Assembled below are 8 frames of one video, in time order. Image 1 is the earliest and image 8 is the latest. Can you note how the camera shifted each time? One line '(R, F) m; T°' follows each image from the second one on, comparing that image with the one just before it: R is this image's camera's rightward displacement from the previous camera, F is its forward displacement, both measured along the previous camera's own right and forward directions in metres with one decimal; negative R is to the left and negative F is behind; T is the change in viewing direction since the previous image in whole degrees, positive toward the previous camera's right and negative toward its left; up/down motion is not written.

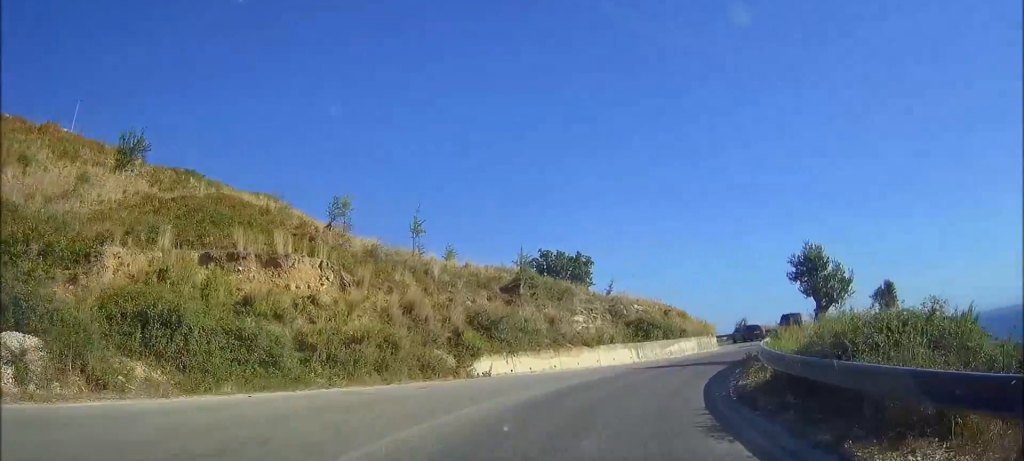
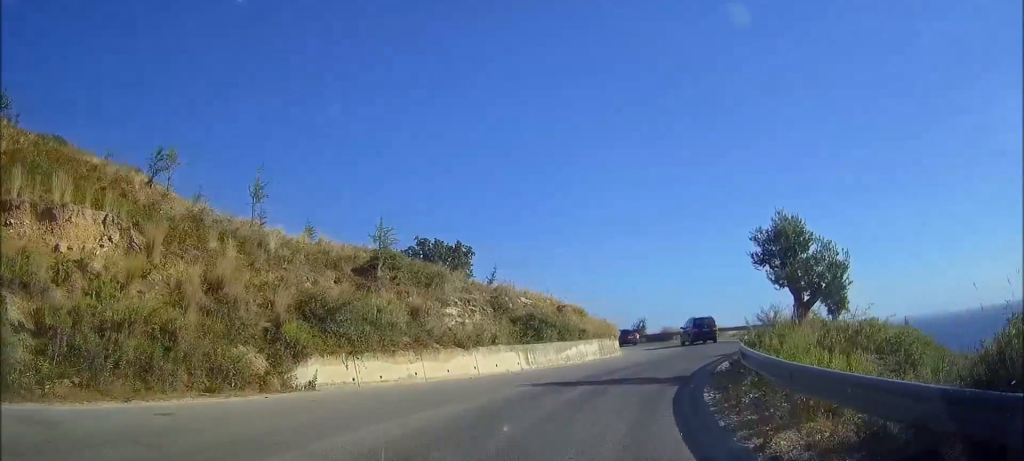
(+0.9, +7.3) m; +10°
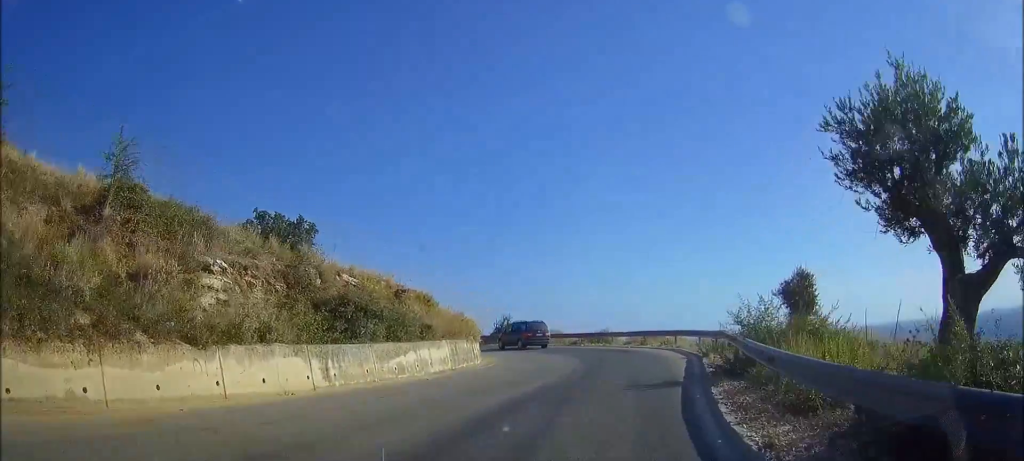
(+0.9, +10.7) m; +9°
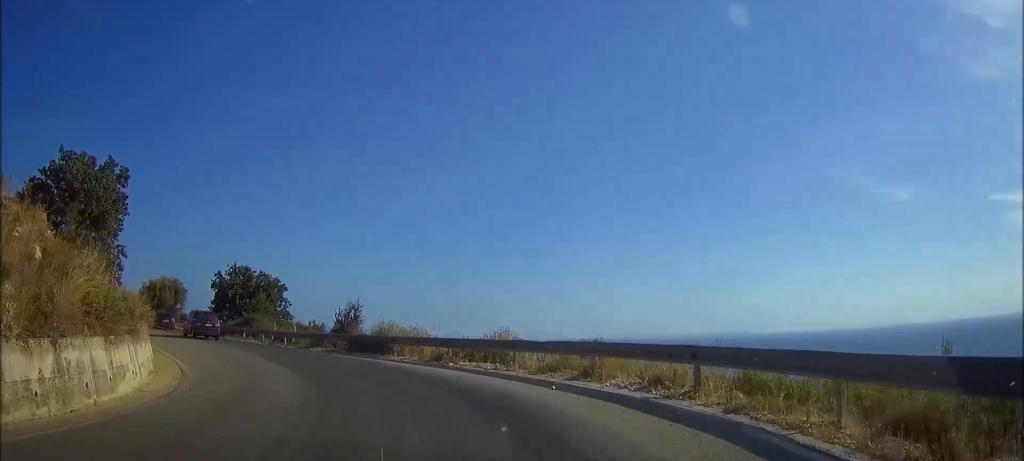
(+1.6, +21.9) m; -10°
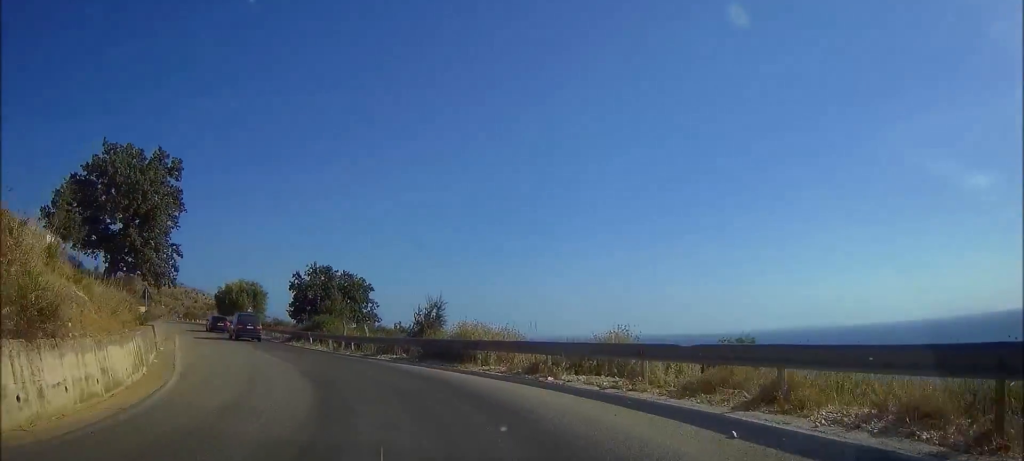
(-1.4, +5.8) m; -7°
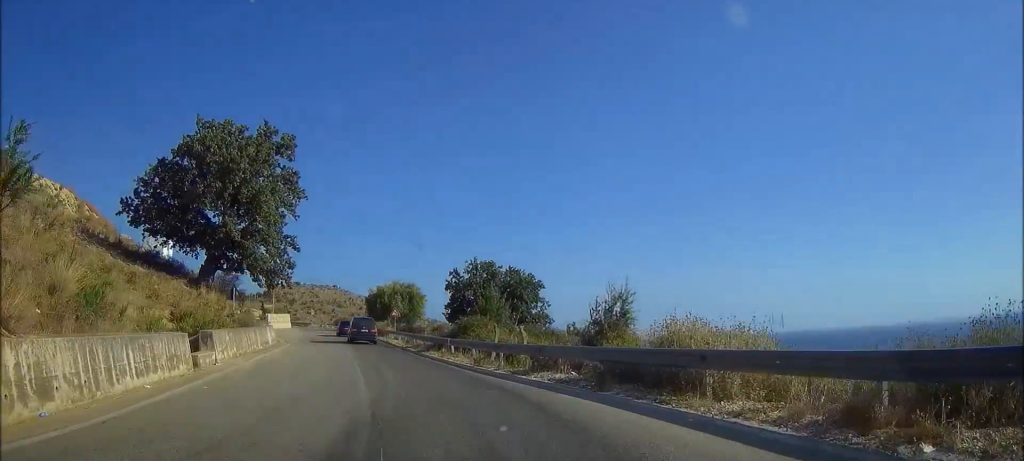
(-1.1, +9.4) m; -7°
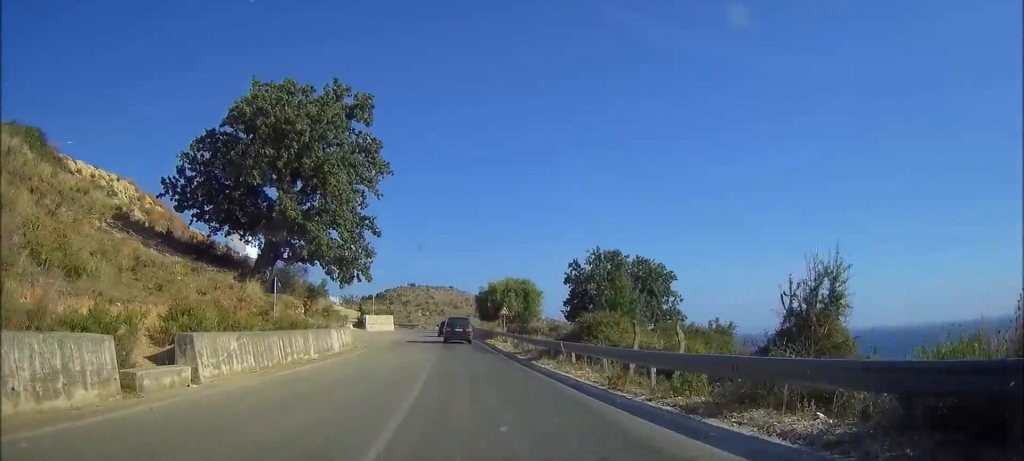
(0.0, +8.1) m; 0°
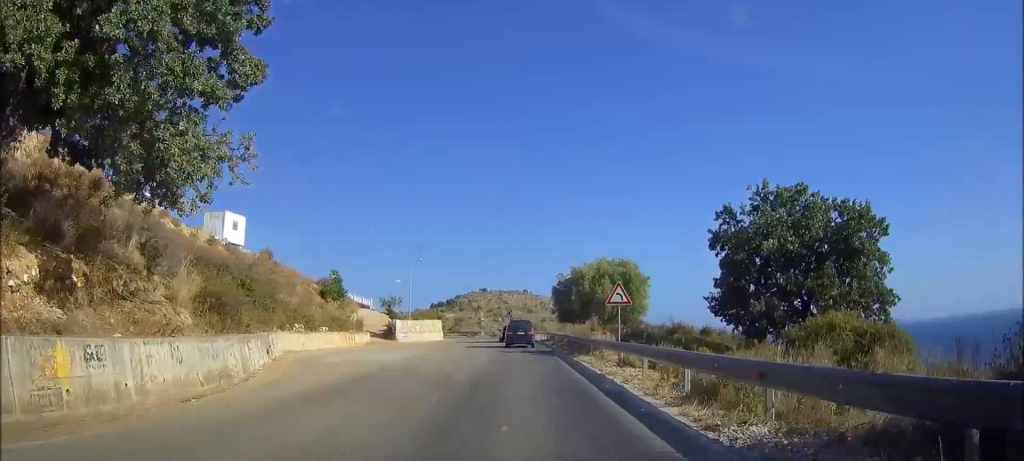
(-2.0, +25.5) m; -10°
